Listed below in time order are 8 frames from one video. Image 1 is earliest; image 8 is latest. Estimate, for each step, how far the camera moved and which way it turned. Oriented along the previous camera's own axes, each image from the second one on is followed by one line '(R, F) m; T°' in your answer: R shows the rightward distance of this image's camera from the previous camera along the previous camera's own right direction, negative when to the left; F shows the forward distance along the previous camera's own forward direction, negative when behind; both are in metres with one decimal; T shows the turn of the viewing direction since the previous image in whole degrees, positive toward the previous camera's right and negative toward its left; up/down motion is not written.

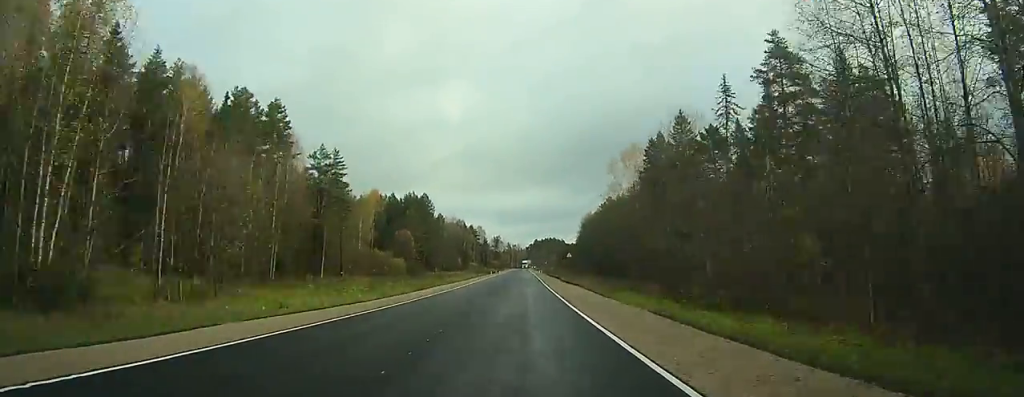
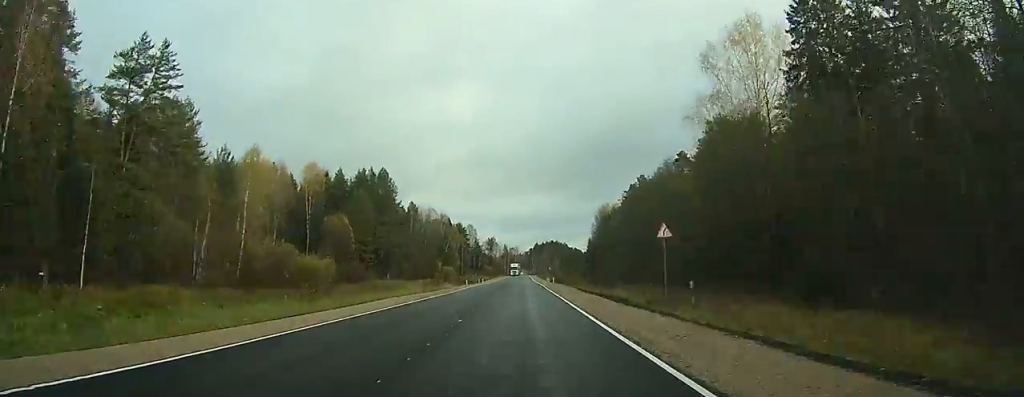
(0.0, +54.7) m; 0°
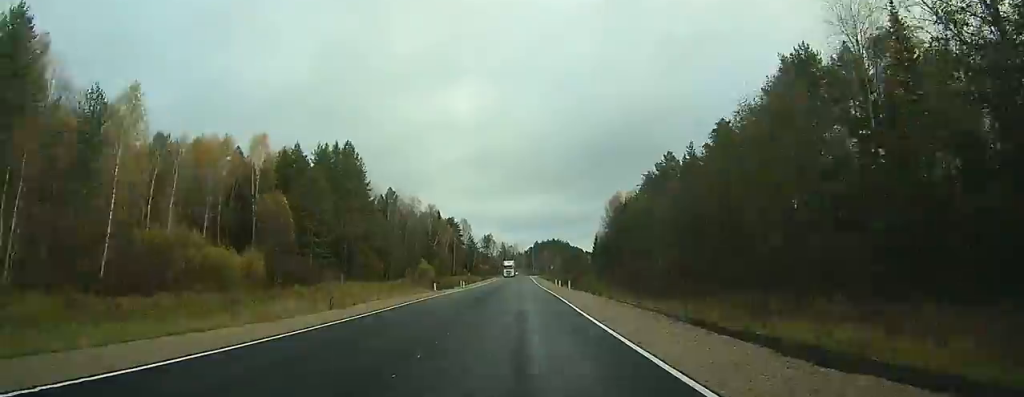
(+0.1, +26.5) m; 0°
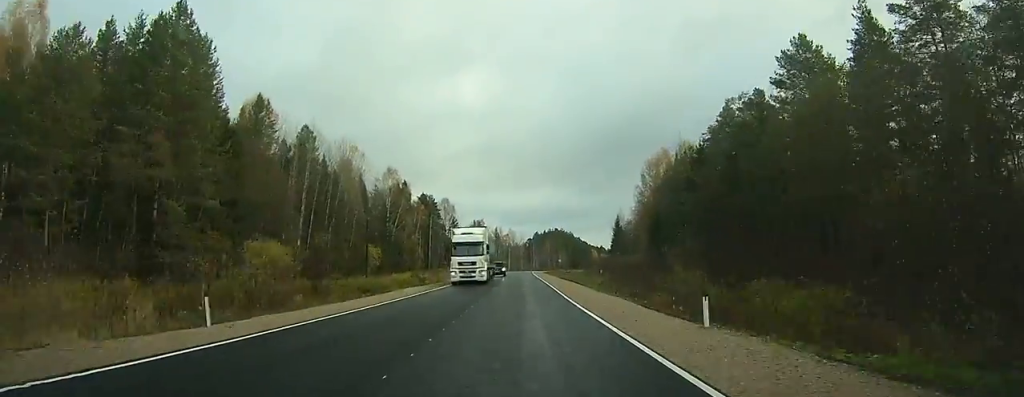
(+0.1, +55.8) m; 0°
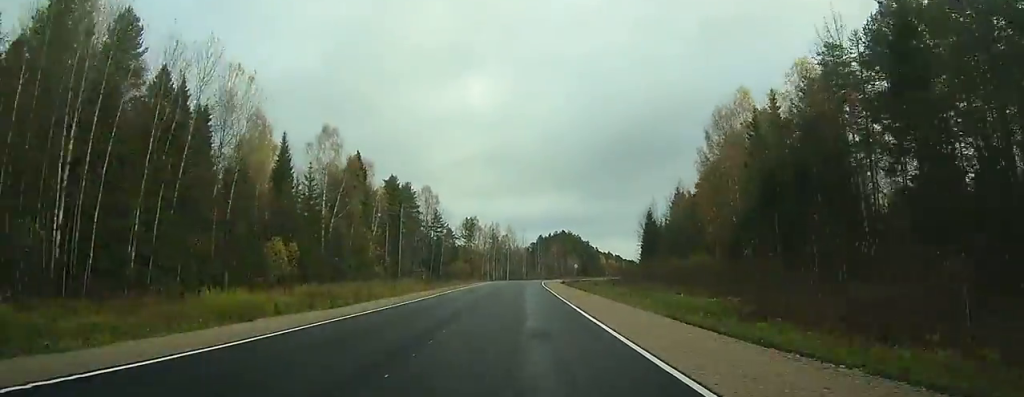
(0.0, +43.5) m; 0°
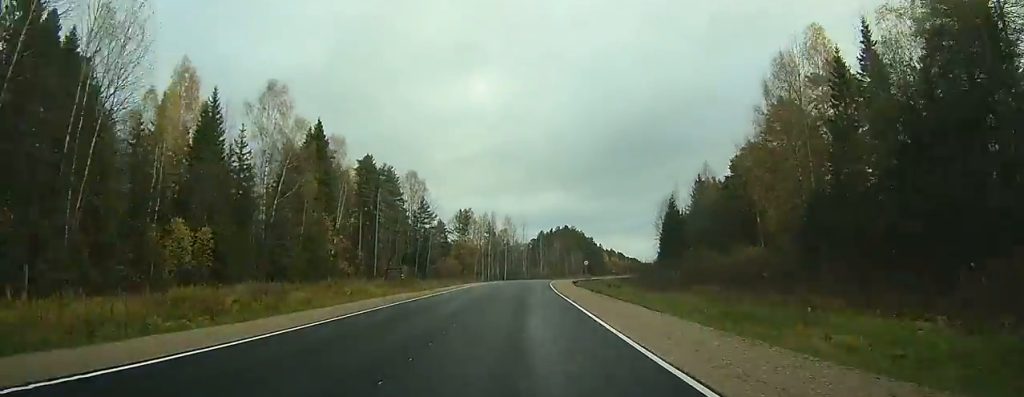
(-0.1, +20.7) m; 0°
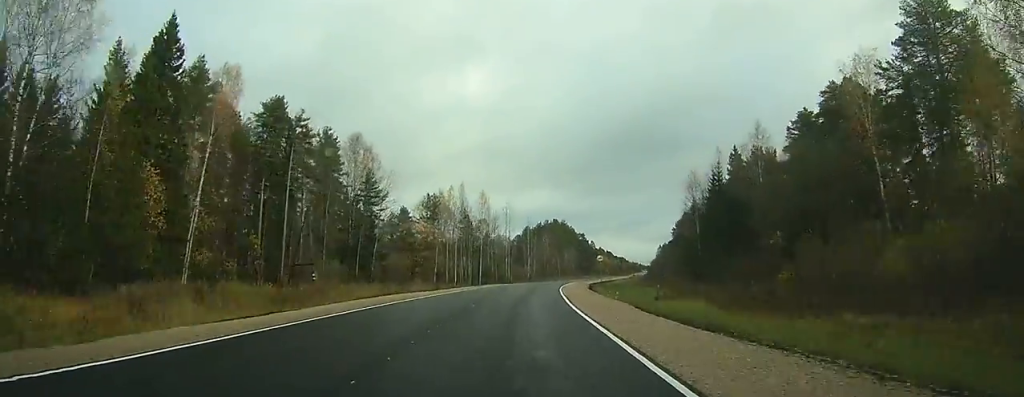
(+0.3, +35.7) m; +2°
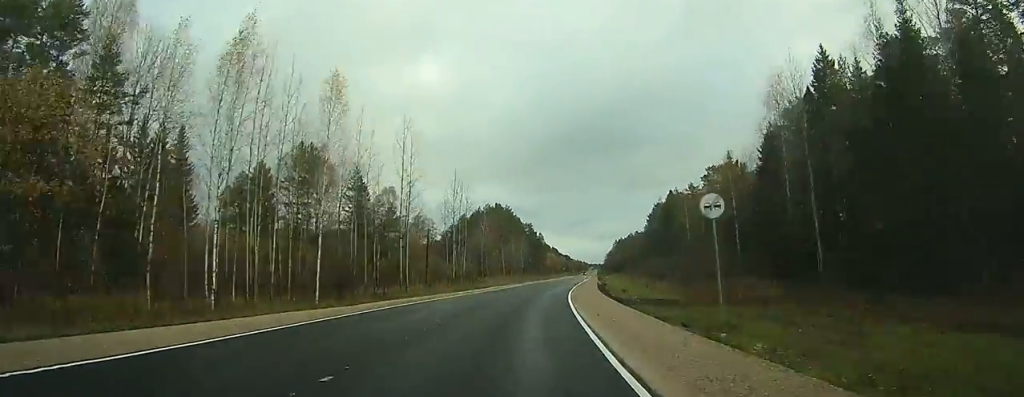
(+1.7, +56.2) m; +5°
